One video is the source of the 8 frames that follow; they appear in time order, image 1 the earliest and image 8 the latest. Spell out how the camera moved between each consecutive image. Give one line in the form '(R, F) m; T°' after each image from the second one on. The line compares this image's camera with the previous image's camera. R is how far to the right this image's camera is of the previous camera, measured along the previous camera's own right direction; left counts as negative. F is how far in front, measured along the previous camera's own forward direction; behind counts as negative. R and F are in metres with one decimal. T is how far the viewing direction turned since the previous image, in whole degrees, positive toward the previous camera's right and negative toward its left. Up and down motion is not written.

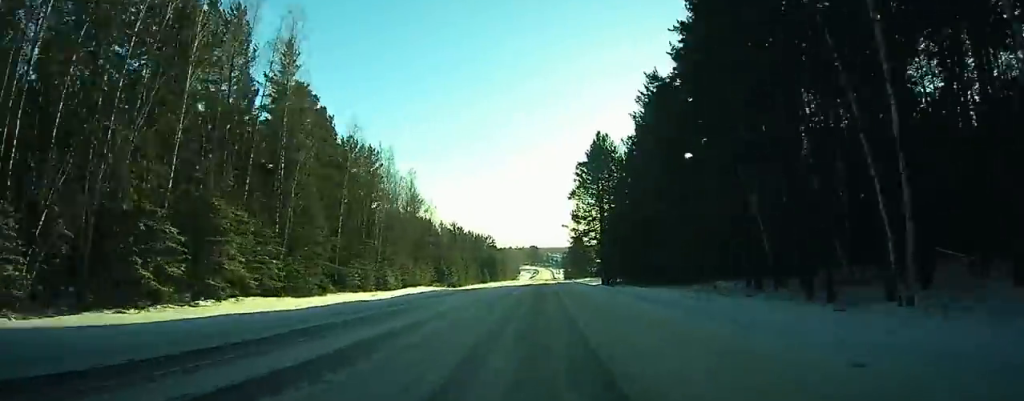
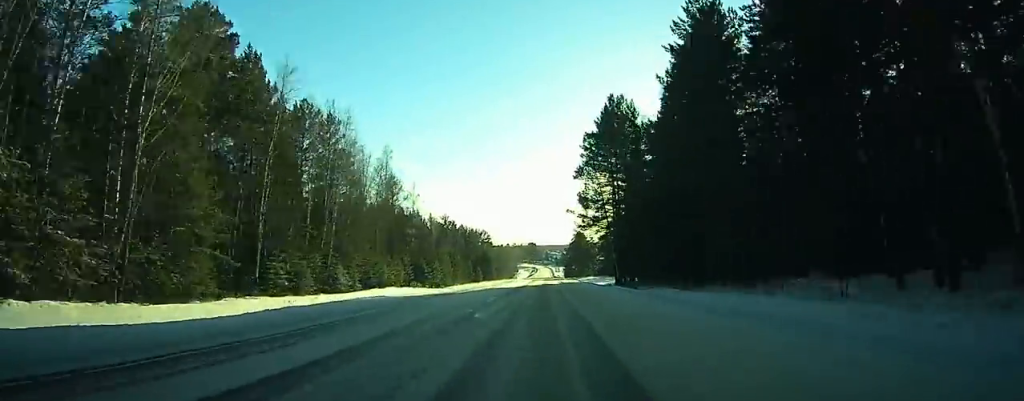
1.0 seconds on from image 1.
(+0.1, +20.5) m; 0°
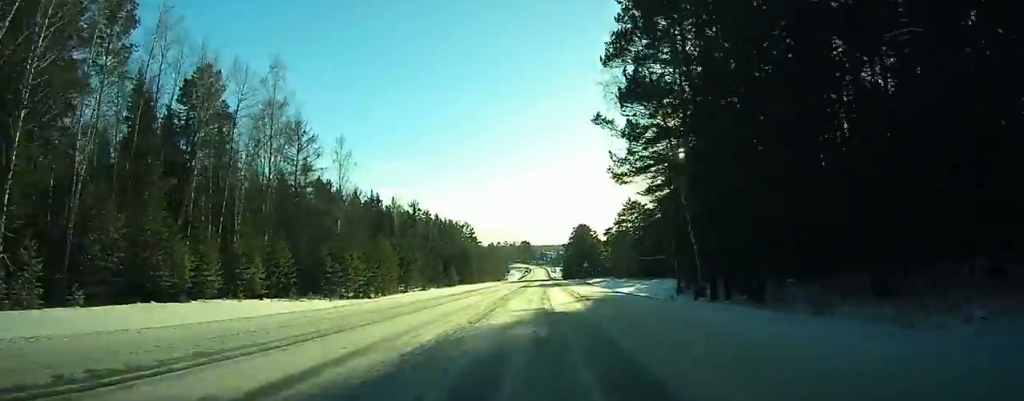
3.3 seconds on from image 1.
(+0.1, +46.4) m; 0°
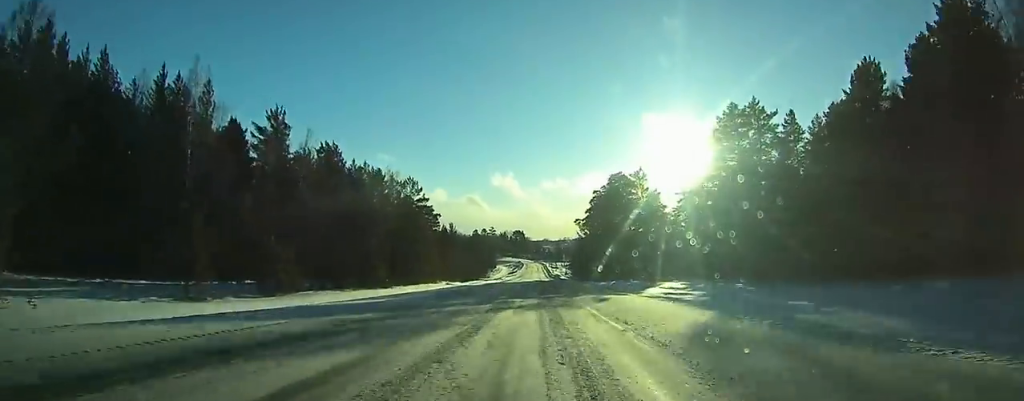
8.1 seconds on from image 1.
(0.0, +98.0) m; 0°
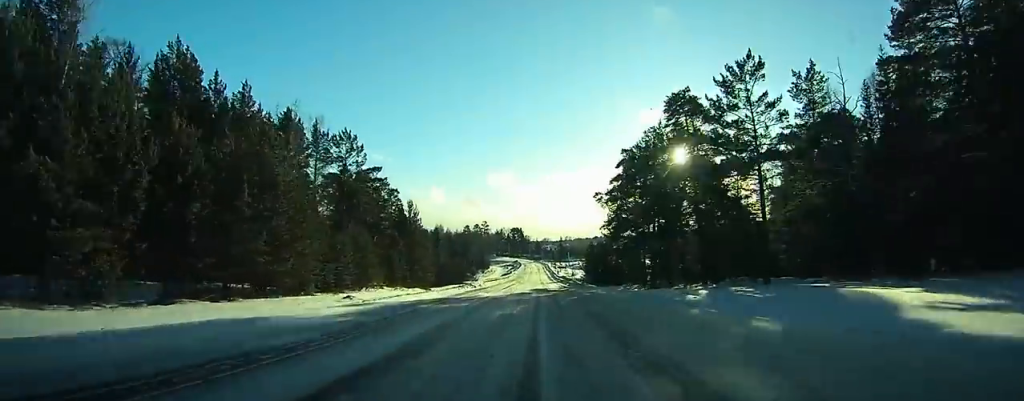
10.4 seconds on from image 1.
(0.0, +47.3) m; 0°
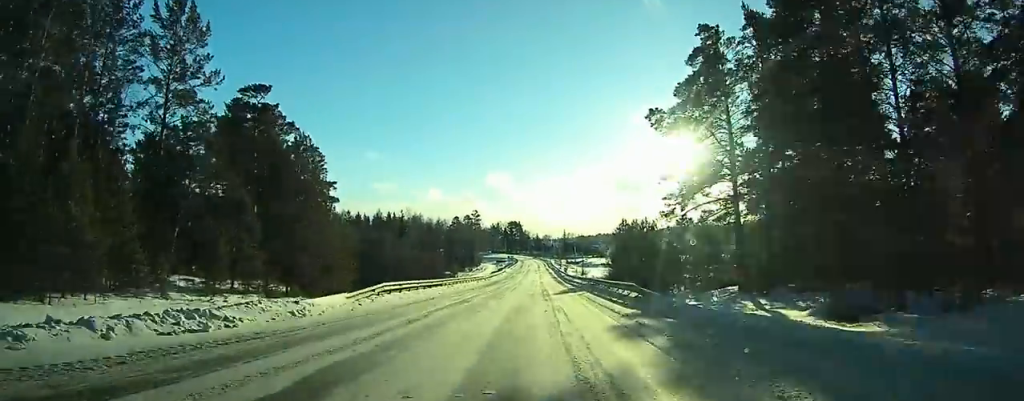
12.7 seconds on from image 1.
(+0.4, +46.6) m; 0°
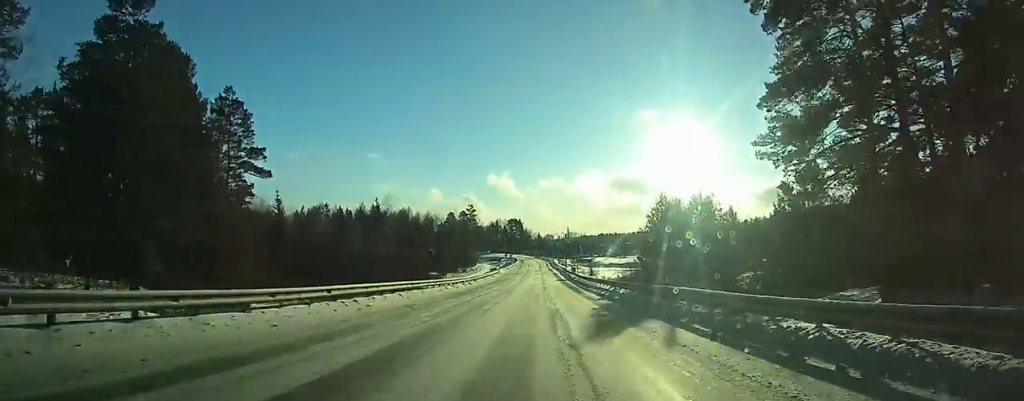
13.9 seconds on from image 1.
(-0.1, +22.1) m; 0°
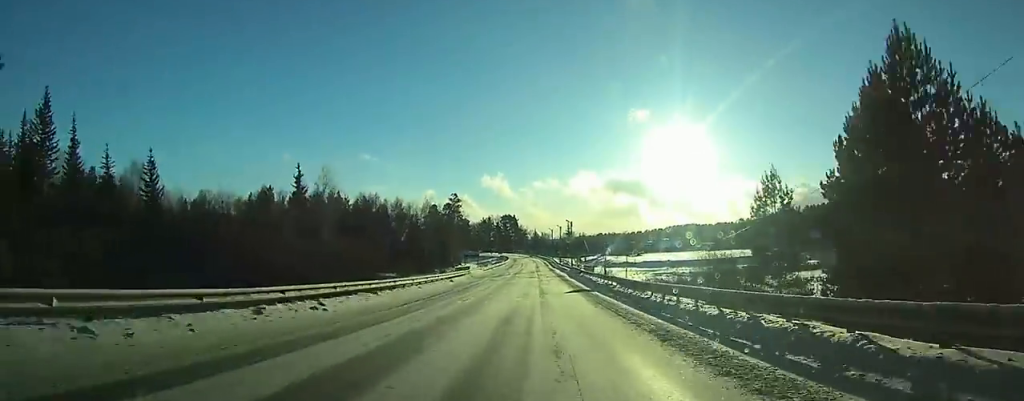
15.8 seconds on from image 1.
(-0.2, +35.6) m; -1°
